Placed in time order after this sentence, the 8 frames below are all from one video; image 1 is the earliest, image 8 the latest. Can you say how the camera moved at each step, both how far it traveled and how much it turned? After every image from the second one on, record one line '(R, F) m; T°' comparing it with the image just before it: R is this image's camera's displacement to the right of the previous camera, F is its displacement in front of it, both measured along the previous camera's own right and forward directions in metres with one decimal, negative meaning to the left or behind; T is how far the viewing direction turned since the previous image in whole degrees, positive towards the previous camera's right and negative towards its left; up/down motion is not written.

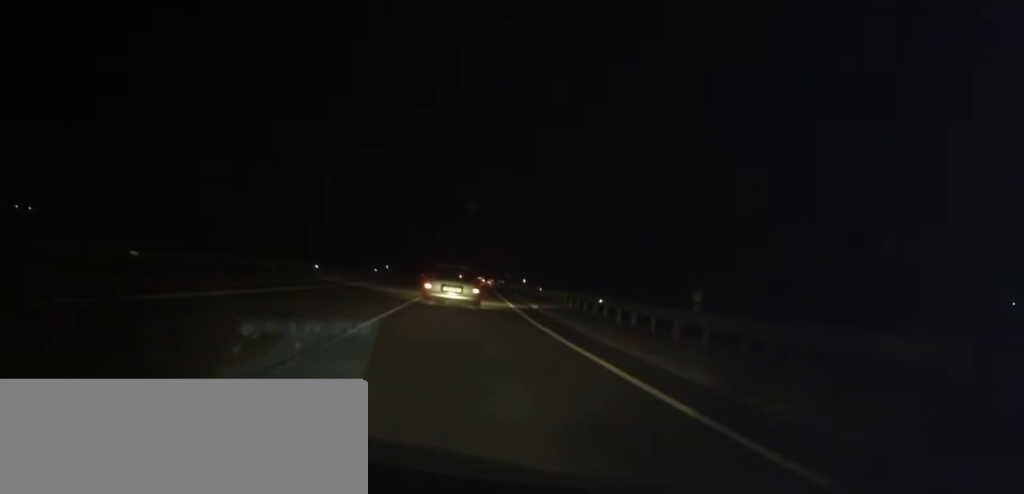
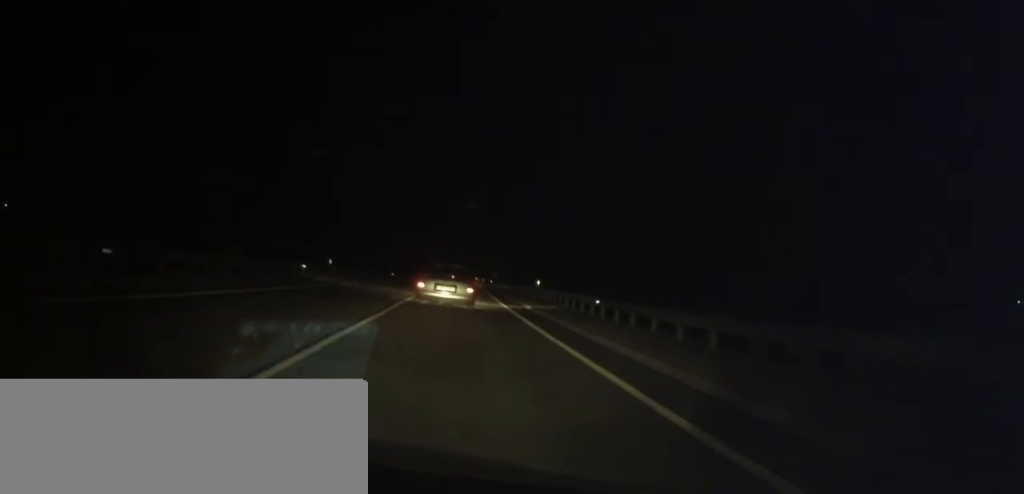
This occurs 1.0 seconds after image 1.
(+0.1, +21.7) m; +1°
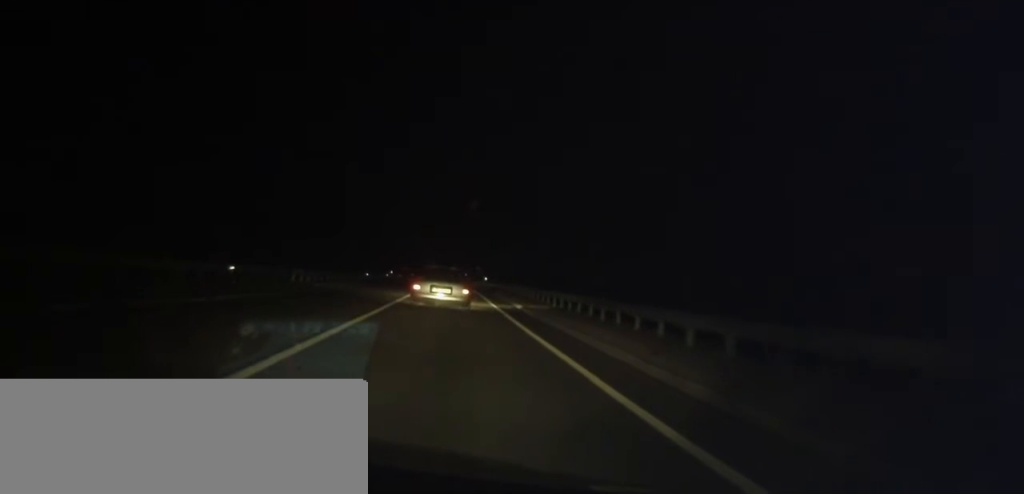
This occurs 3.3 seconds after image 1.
(+1.4, +50.6) m; +3°
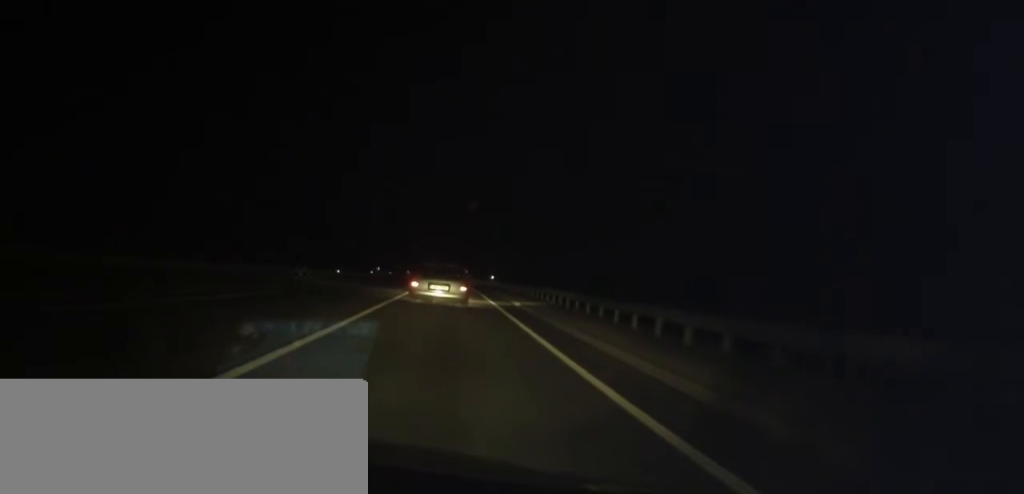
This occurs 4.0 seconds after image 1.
(+0.2, +15.8) m; +1°
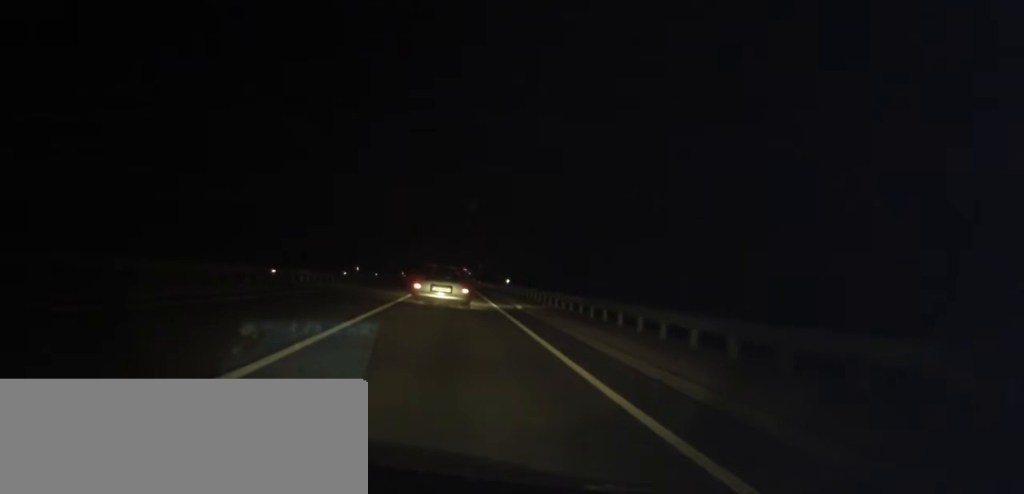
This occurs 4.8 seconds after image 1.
(+0.2, +18.0) m; +1°
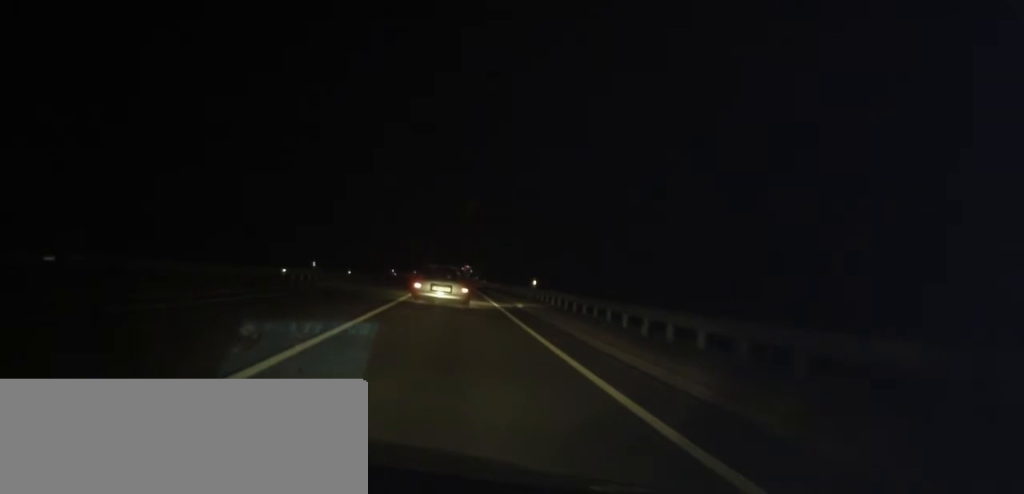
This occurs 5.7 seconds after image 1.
(+0.1, +18.1) m; 0°
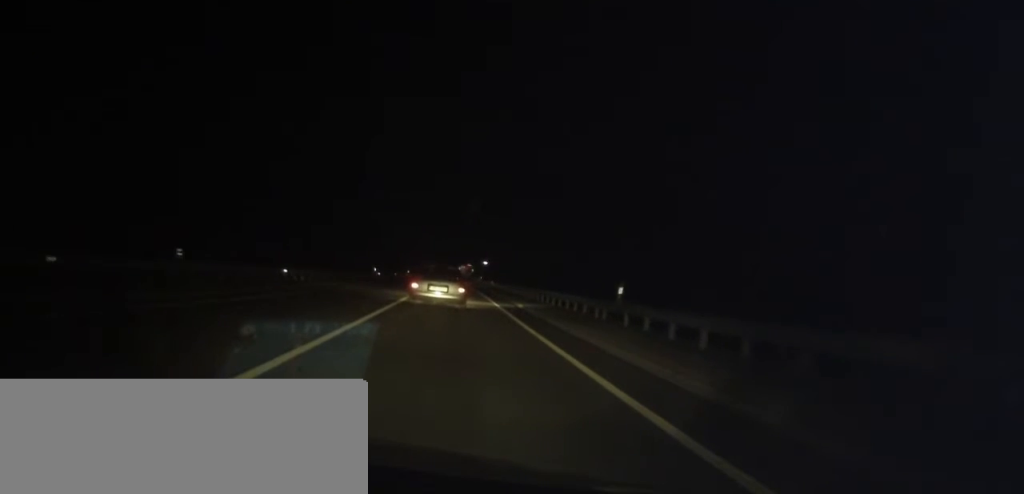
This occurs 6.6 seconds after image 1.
(-0.2, +19.7) m; 0°
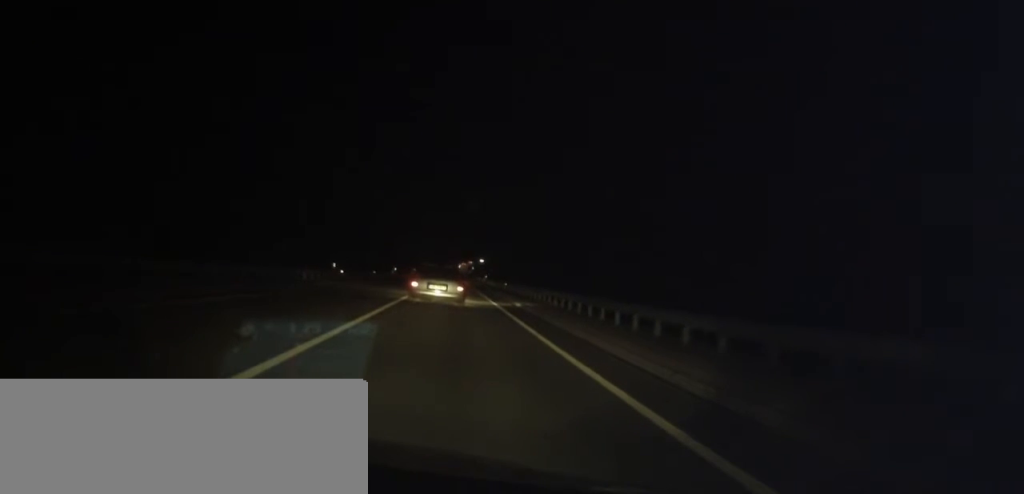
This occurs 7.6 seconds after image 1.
(+0.2, +22.8) m; 0°
